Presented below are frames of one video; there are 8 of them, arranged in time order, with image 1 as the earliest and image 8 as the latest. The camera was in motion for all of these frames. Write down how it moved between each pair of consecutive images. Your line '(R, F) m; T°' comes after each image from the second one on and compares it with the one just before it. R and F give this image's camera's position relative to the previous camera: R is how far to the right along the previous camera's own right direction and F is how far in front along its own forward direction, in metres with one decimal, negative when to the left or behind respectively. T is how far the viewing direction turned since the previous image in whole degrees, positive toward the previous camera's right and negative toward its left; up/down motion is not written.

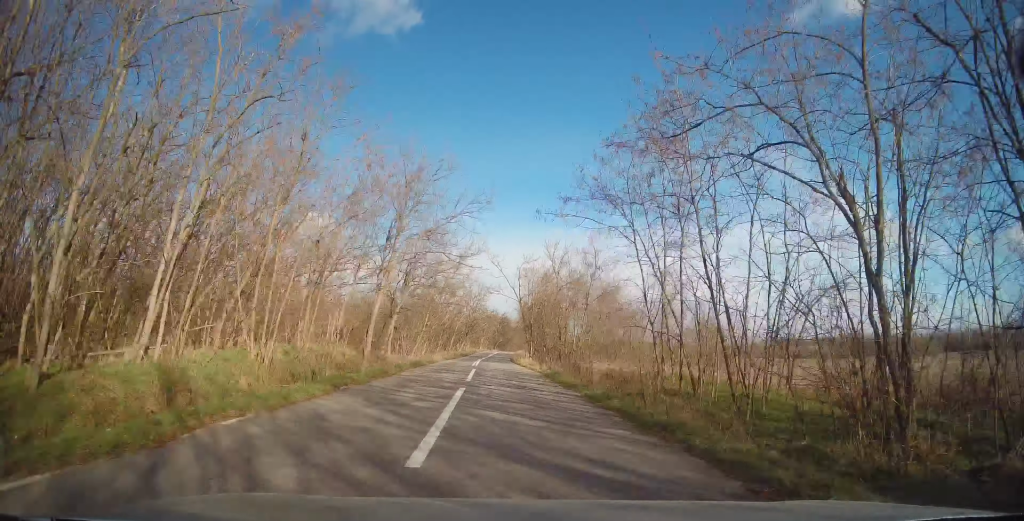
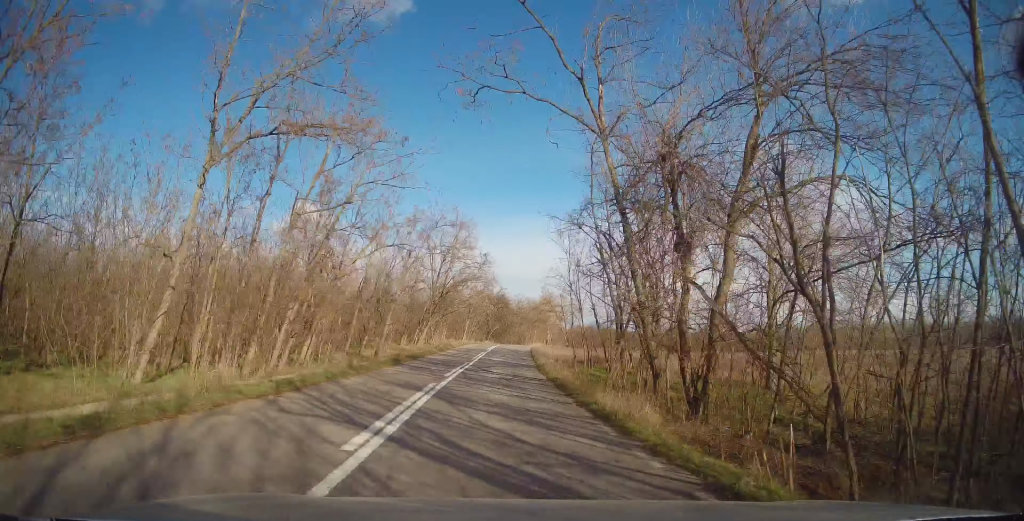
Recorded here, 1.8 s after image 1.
(+0.5, +45.1) m; +1°
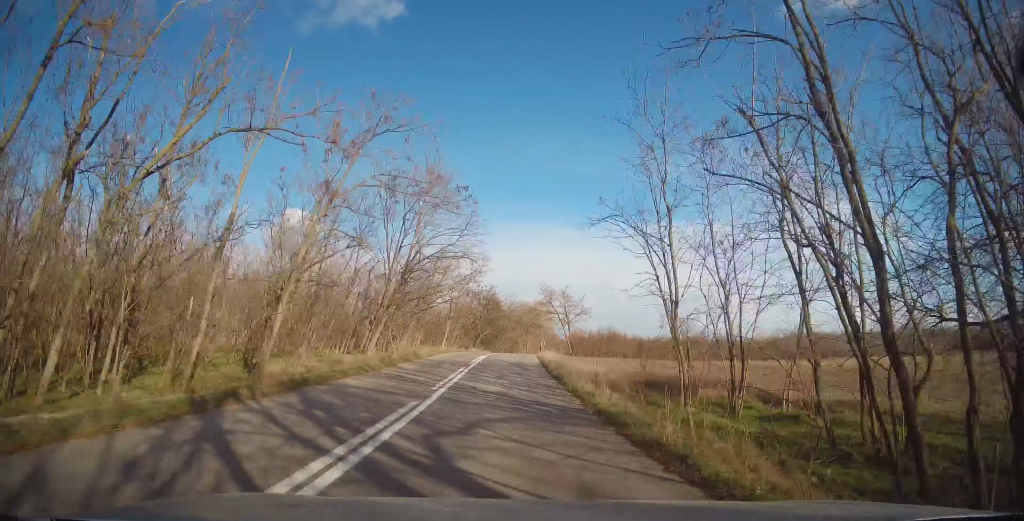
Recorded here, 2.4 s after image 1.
(0.0, +16.1) m; 0°
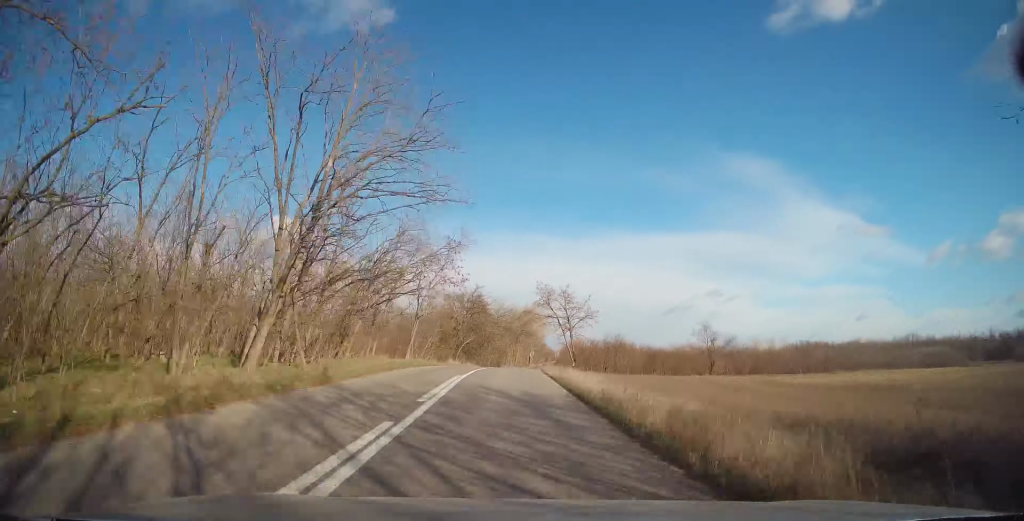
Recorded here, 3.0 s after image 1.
(+0.1, +15.0) m; +1°
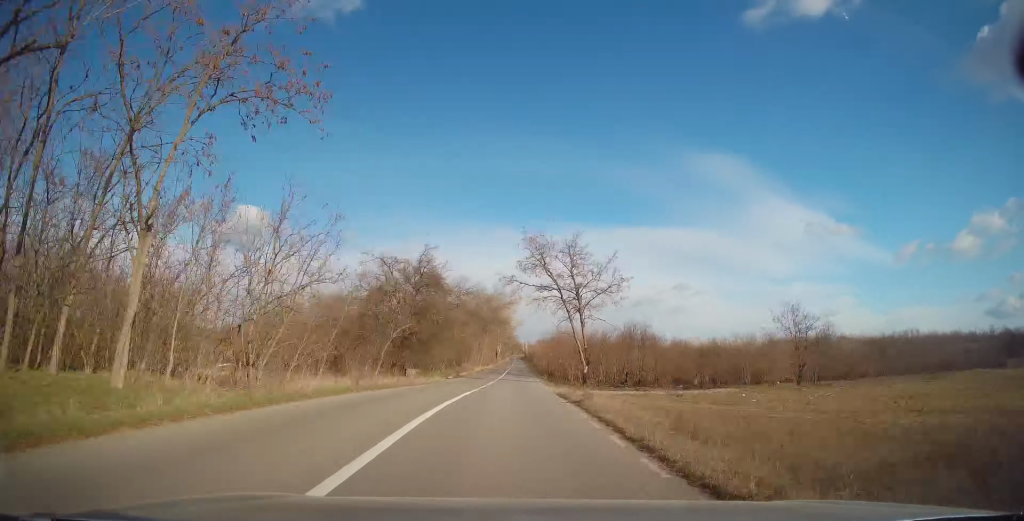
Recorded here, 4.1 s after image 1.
(+0.7, +27.1) m; +3°
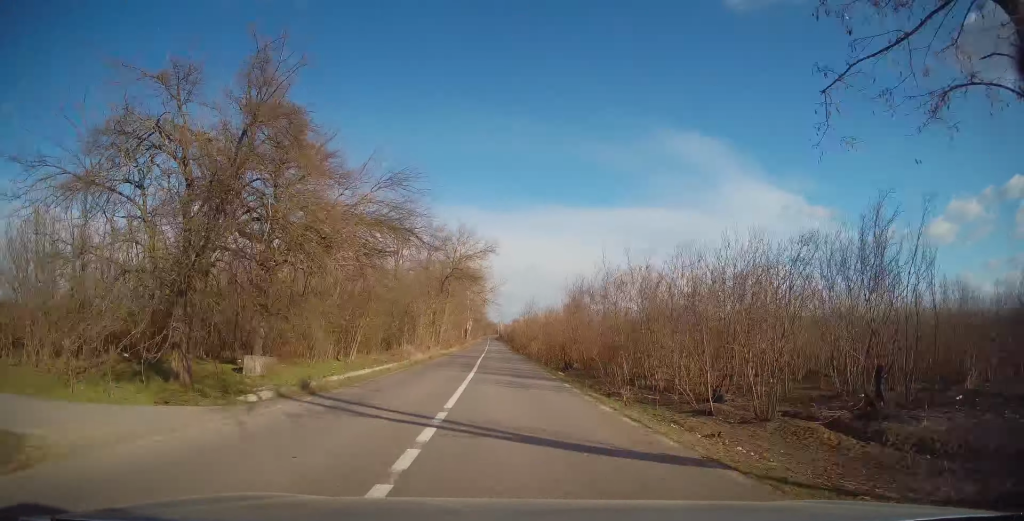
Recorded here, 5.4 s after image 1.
(+1.1, +34.3) m; +2°
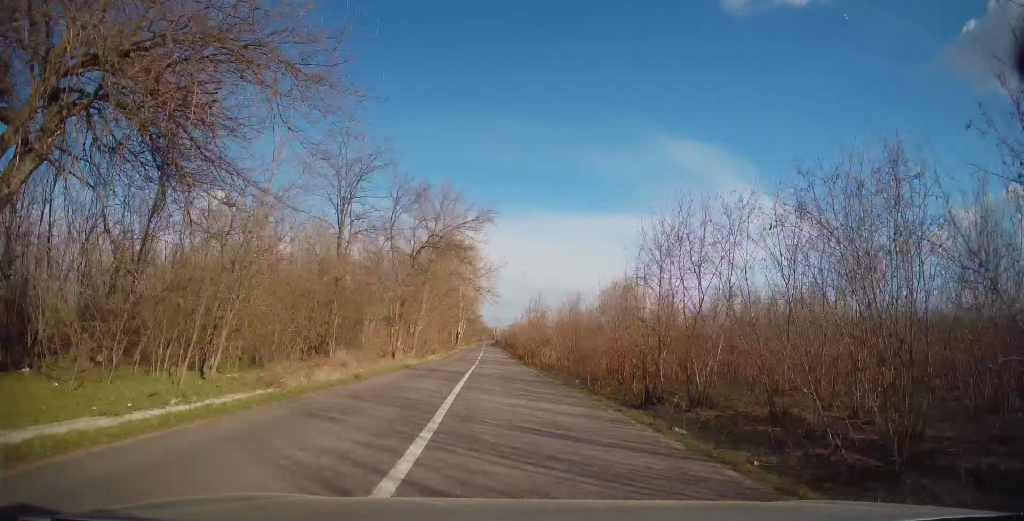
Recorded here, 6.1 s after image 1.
(+0.1, +18.5) m; +1°
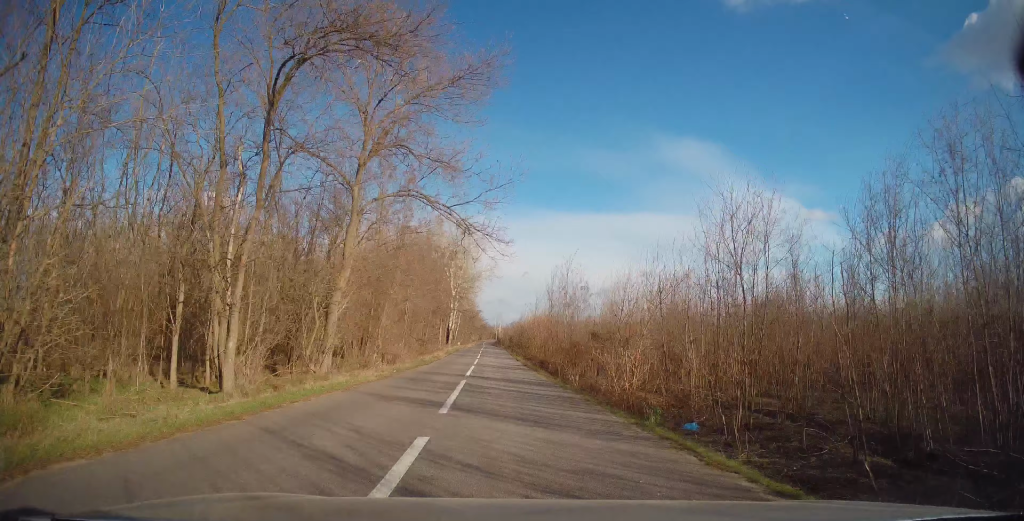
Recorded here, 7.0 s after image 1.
(+0.2, +24.6) m; +1°
